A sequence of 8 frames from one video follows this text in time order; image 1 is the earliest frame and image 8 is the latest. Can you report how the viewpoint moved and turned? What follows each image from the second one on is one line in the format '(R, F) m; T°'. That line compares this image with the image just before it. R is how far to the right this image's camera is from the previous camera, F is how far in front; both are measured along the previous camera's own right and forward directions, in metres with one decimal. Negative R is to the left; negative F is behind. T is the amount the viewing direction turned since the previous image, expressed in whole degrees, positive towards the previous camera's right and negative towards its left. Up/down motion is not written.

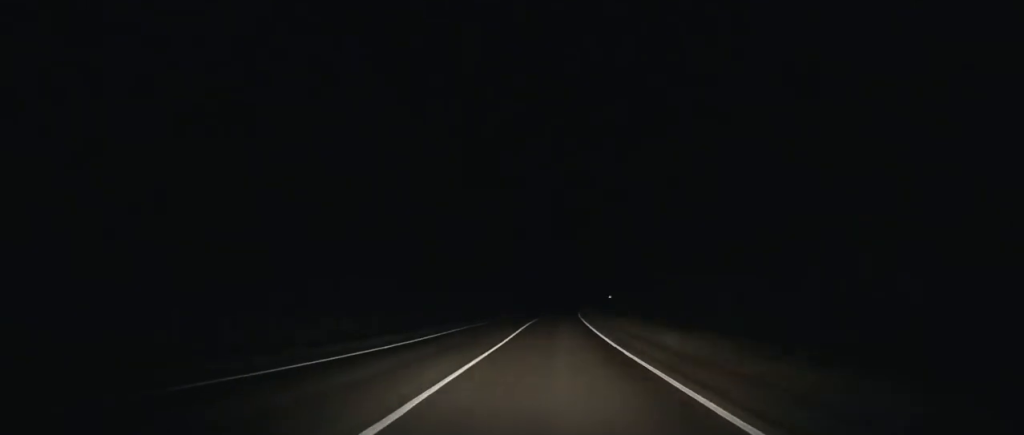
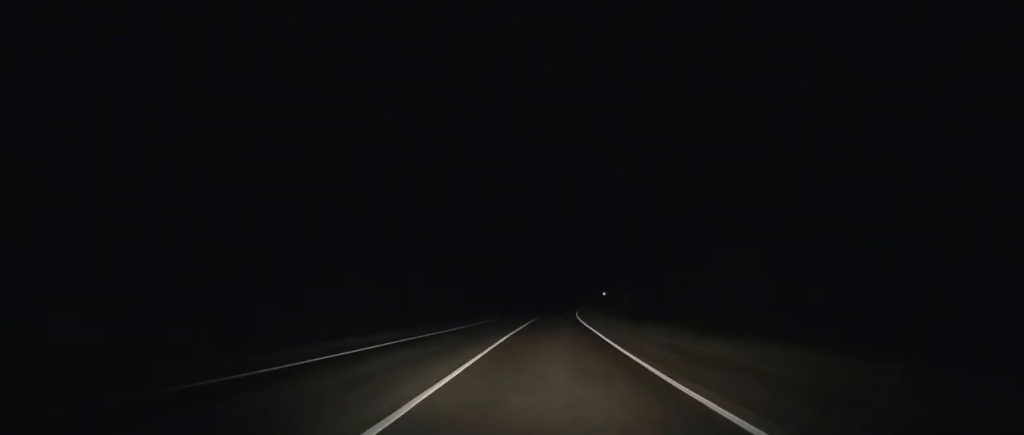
(+0.3, +38.9) m; +1°
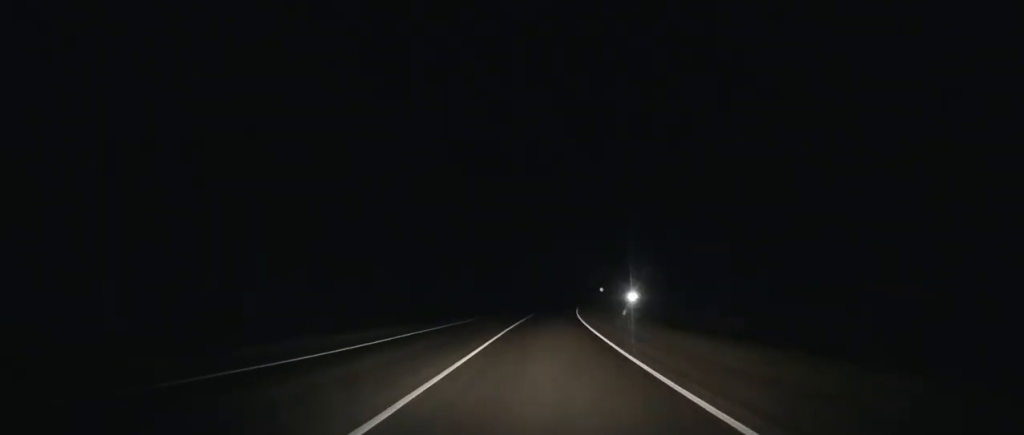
(+0.5, +35.5) m; +1°
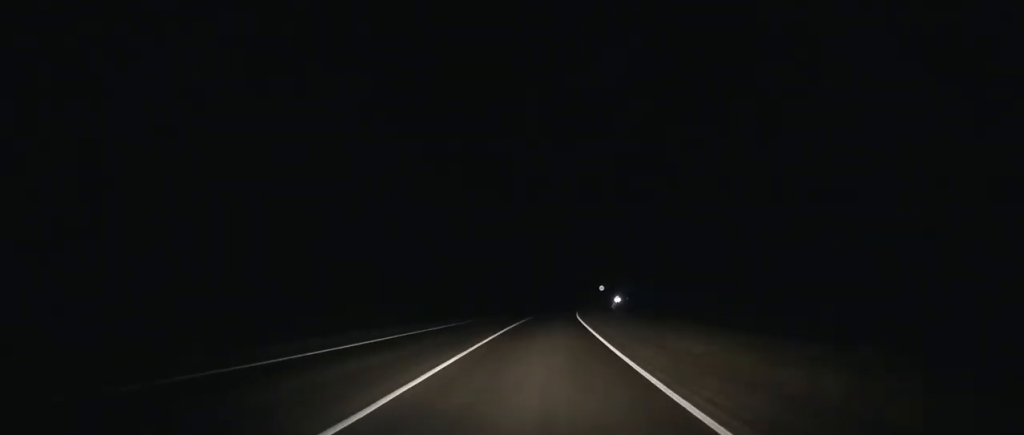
(0.0, +36.2) m; +2°
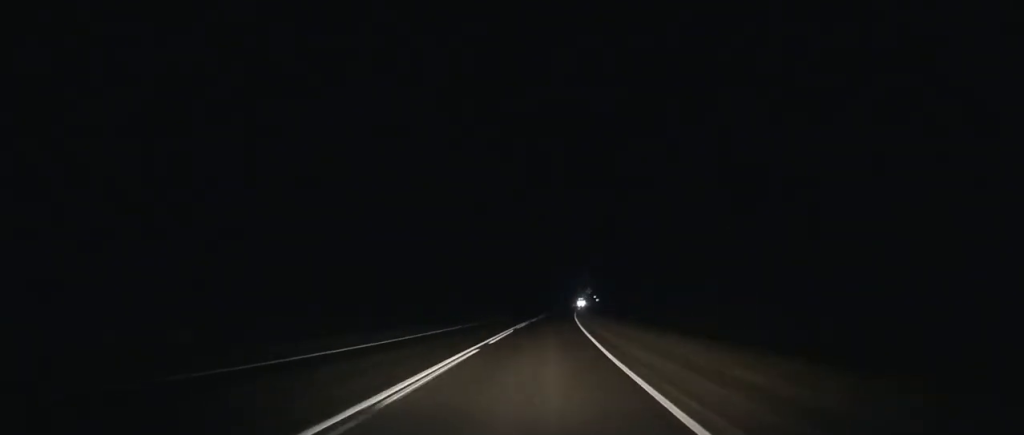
(+3.6, +89.6) m; +5°
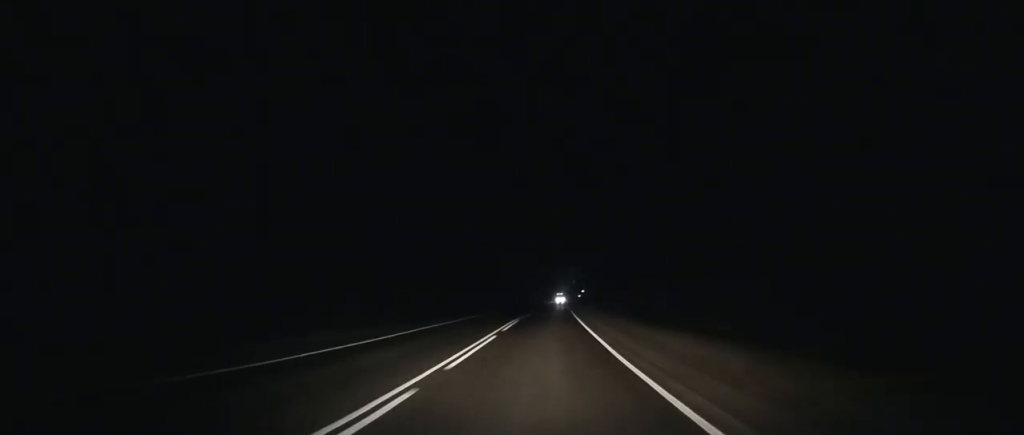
(+1.2, +44.5) m; +2°
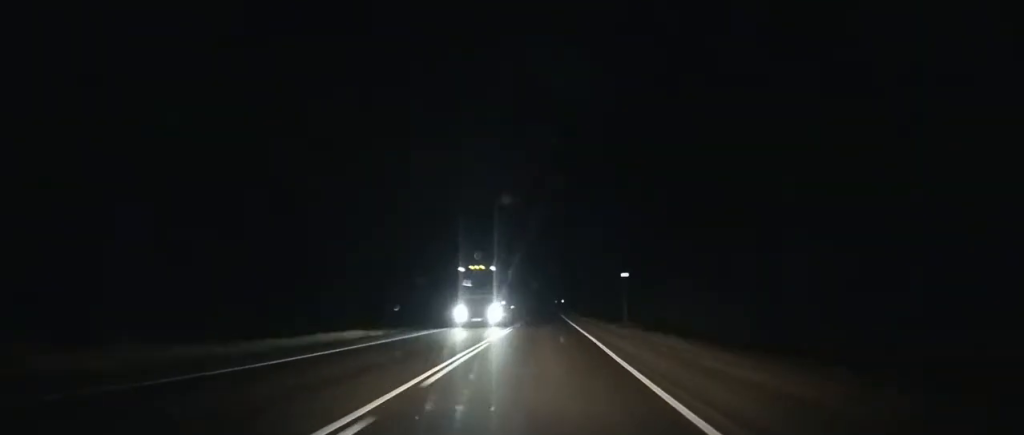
(+4.1, +120.6) m; +3°
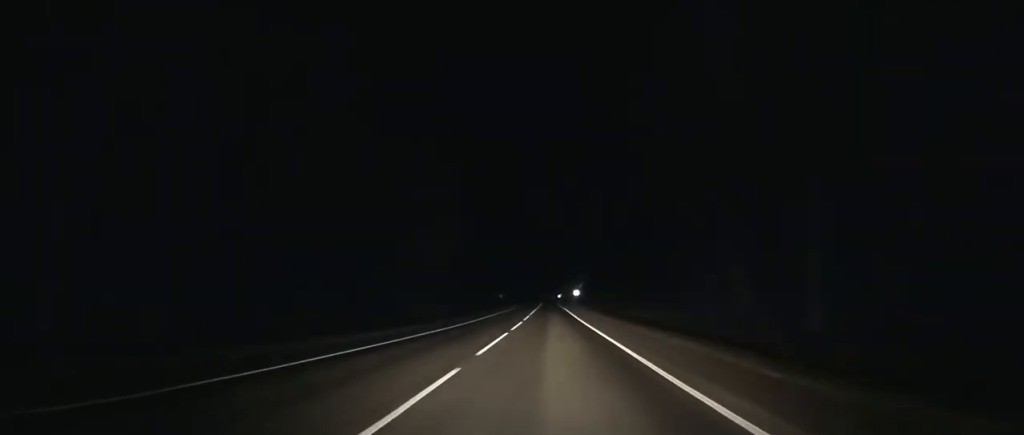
(+0.9, +98.9) m; +1°
